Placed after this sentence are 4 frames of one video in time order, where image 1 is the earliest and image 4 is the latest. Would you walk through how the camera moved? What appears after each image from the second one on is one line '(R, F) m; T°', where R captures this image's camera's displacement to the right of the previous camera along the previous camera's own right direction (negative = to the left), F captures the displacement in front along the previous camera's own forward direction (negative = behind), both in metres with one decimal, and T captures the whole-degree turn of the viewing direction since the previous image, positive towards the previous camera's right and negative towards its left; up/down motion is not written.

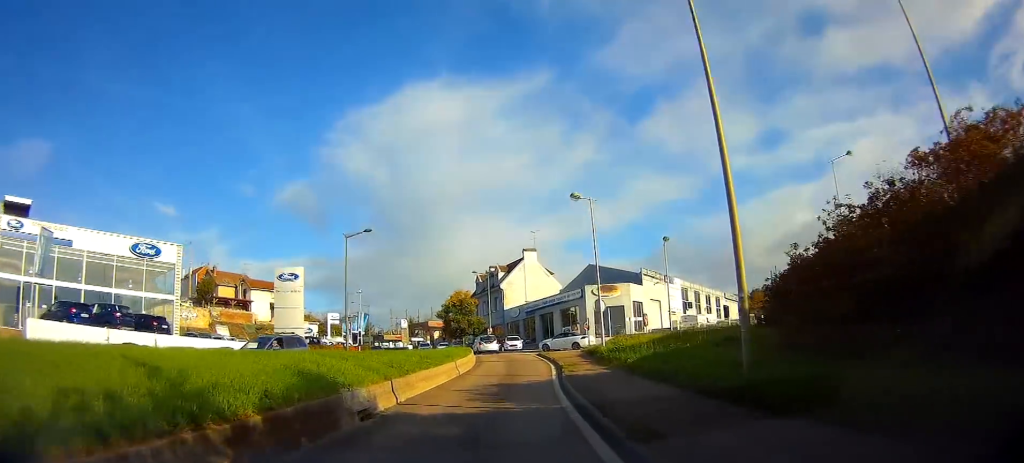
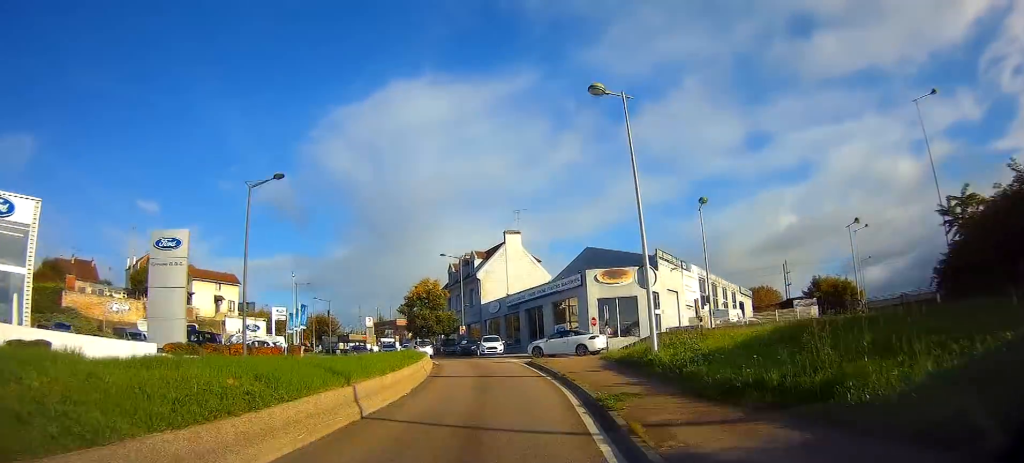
(+0.1, +13.4) m; 0°
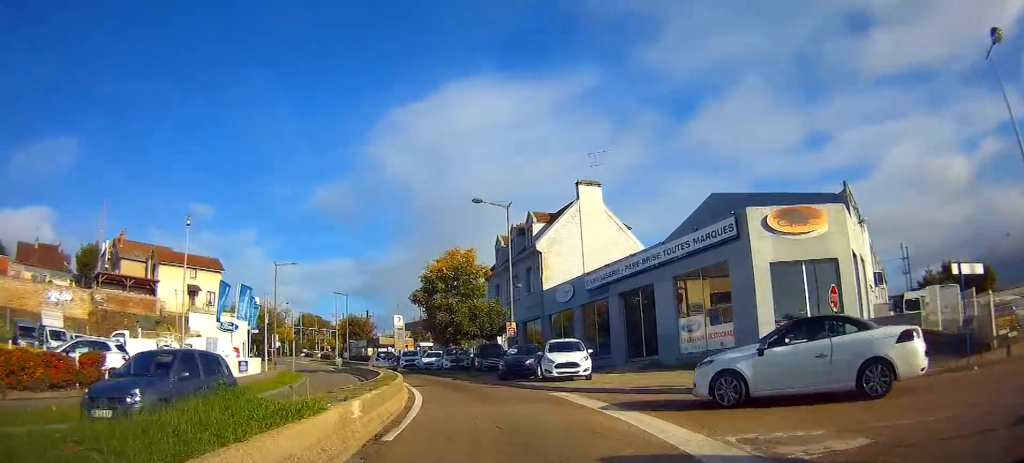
(-0.4, +21.4) m; -3°
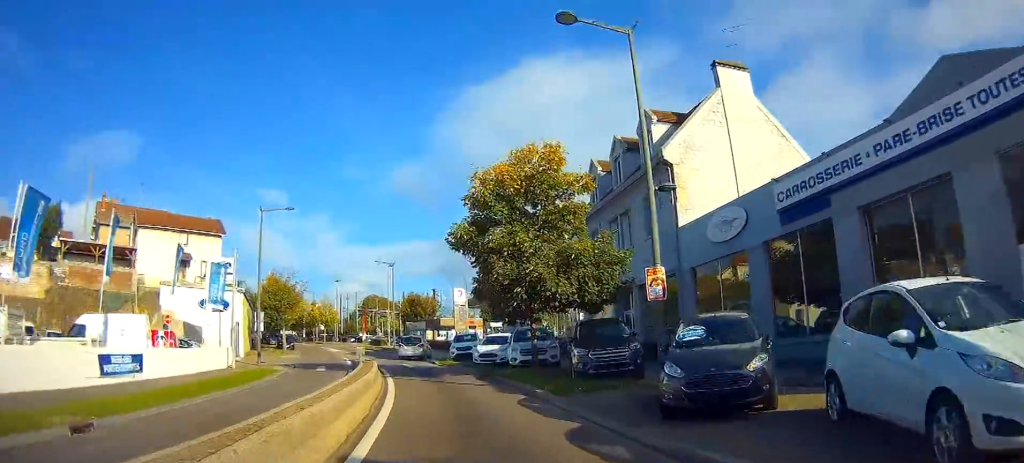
(-1.0, +17.0) m; -7°
